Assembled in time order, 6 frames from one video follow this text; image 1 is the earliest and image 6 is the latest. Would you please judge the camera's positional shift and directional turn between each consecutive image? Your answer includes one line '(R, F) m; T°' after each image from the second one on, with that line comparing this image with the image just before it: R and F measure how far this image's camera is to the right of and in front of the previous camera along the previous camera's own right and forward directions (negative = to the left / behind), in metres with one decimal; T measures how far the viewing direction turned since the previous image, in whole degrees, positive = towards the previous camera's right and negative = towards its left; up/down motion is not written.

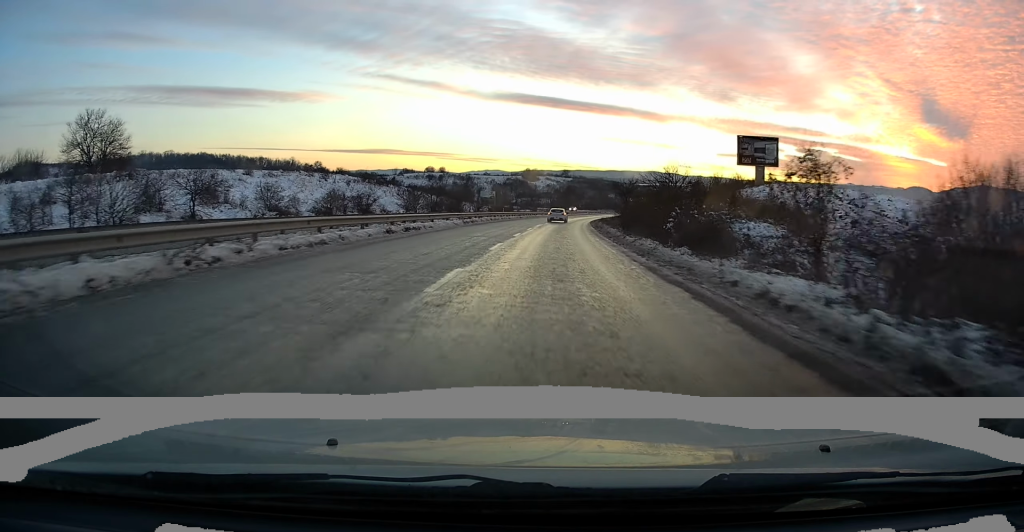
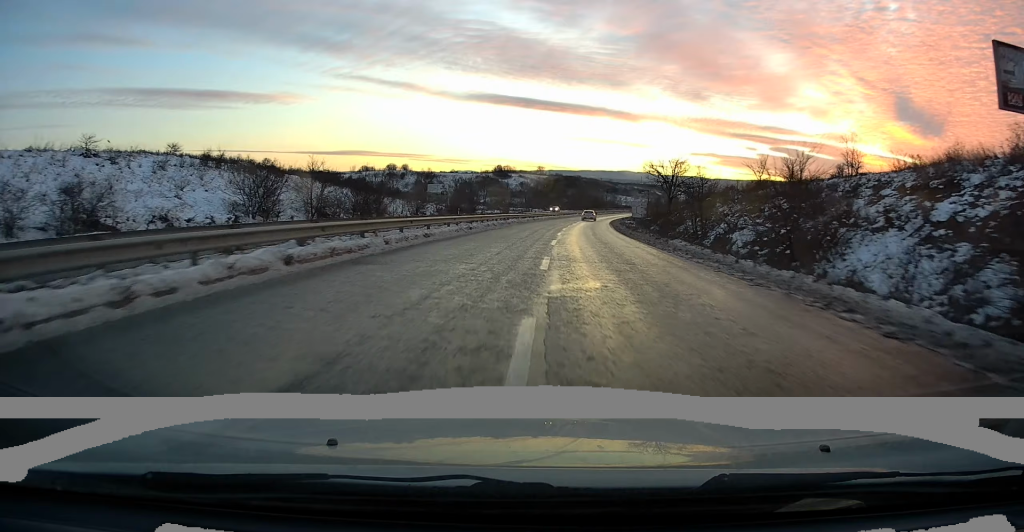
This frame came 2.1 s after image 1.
(+1.4, +40.5) m; +4°
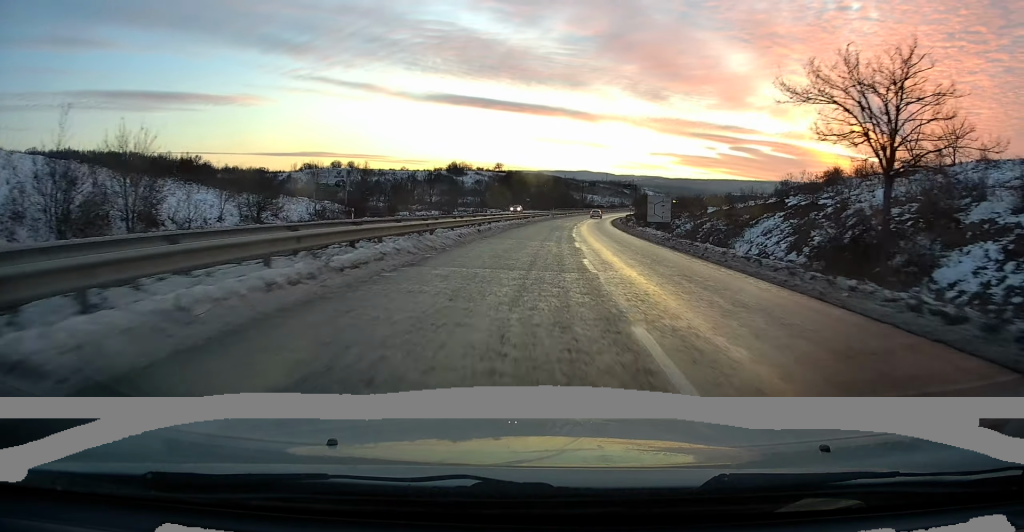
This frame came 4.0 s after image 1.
(+0.5, +35.4) m; +3°
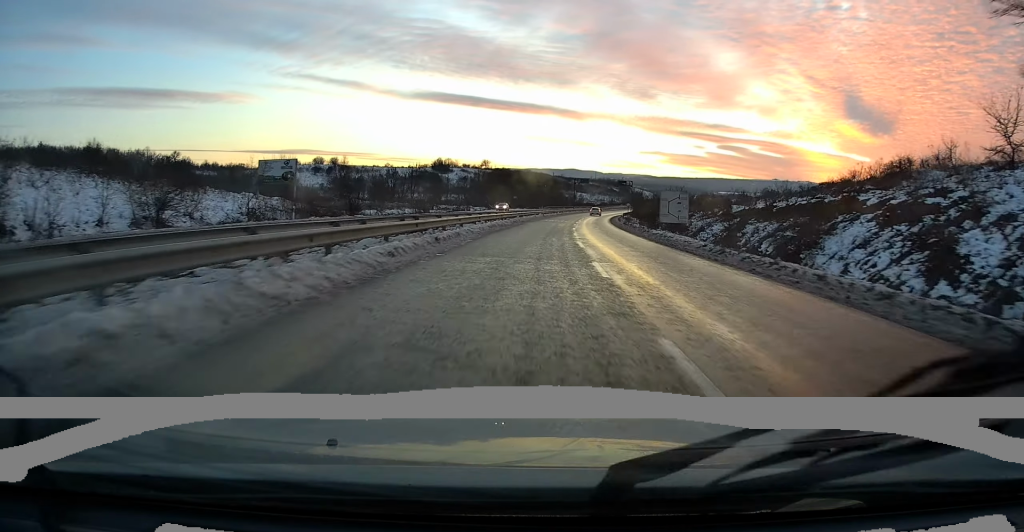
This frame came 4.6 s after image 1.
(+0.2, +9.9) m; +1°
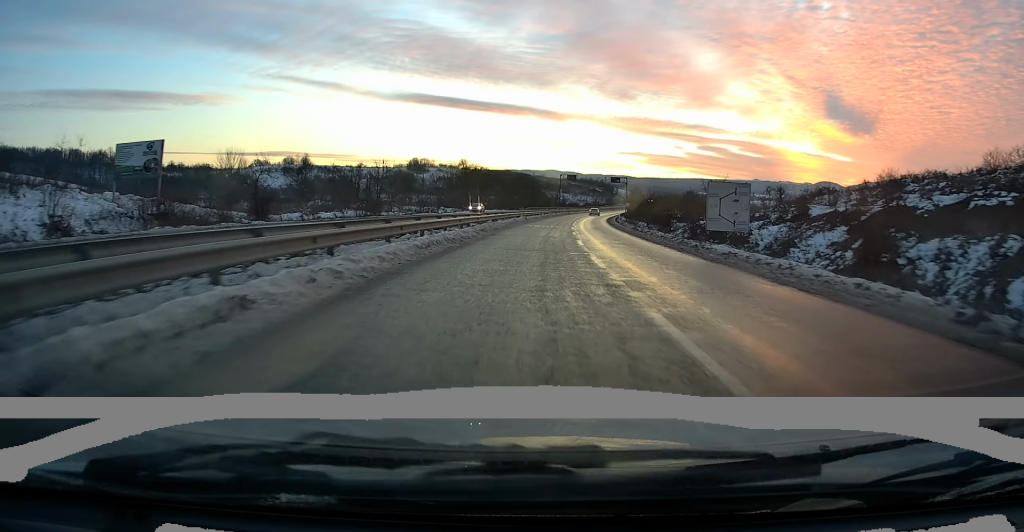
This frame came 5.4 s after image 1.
(+0.3, +16.0) m; +1°
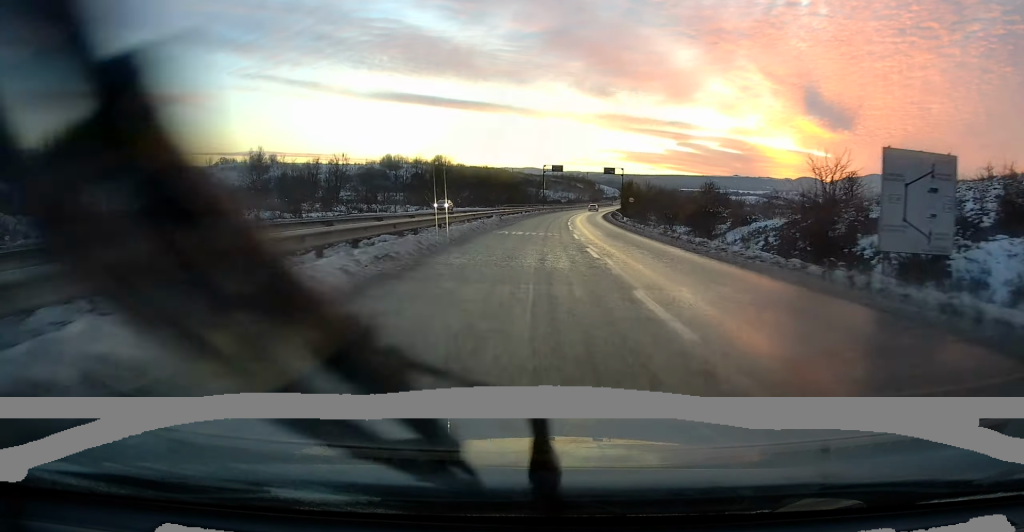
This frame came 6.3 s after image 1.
(0.0, +16.5) m; +2°
